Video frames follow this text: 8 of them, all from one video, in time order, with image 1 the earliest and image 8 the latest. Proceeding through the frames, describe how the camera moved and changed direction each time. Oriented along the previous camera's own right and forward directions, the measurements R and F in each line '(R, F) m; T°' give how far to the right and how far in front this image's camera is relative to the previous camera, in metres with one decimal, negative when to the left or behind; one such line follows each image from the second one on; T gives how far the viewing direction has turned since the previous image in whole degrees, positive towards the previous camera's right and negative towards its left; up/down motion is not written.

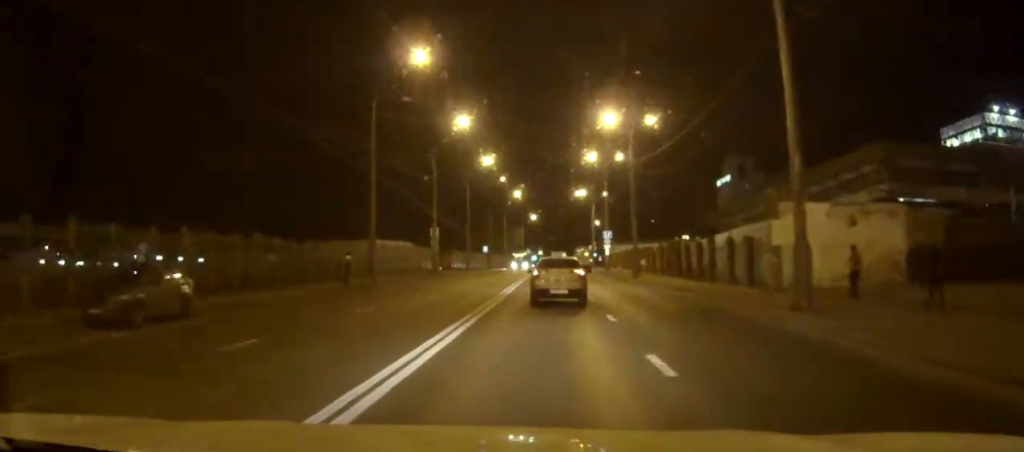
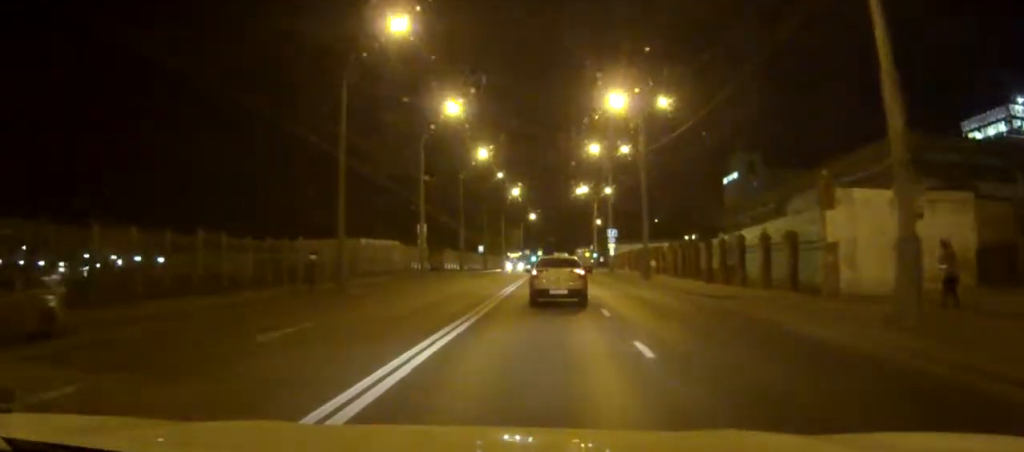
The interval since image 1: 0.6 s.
(0.0, +6.2) m; 0°
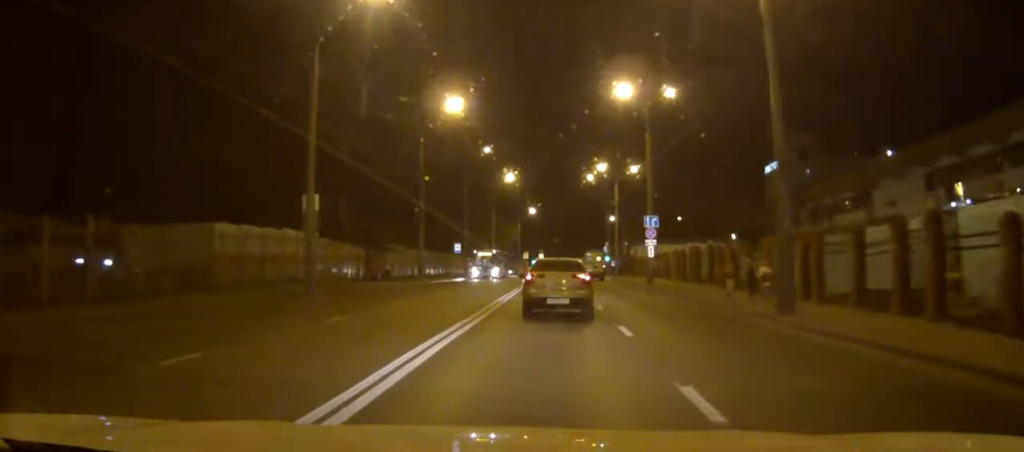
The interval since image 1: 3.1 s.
(0.0, +27.9) m; 0°
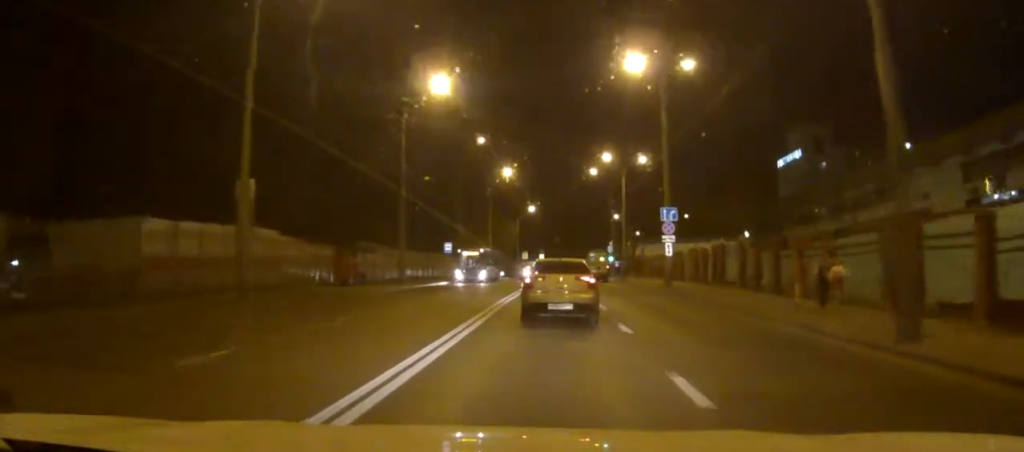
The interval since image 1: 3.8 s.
(0.0, +7.1) m; +1°
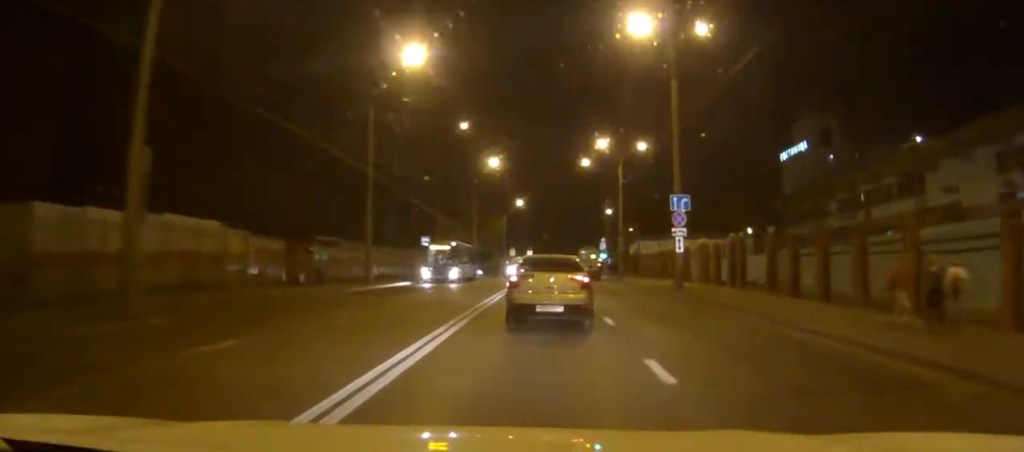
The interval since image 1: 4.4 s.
(0.0, +6.6) m; +2°
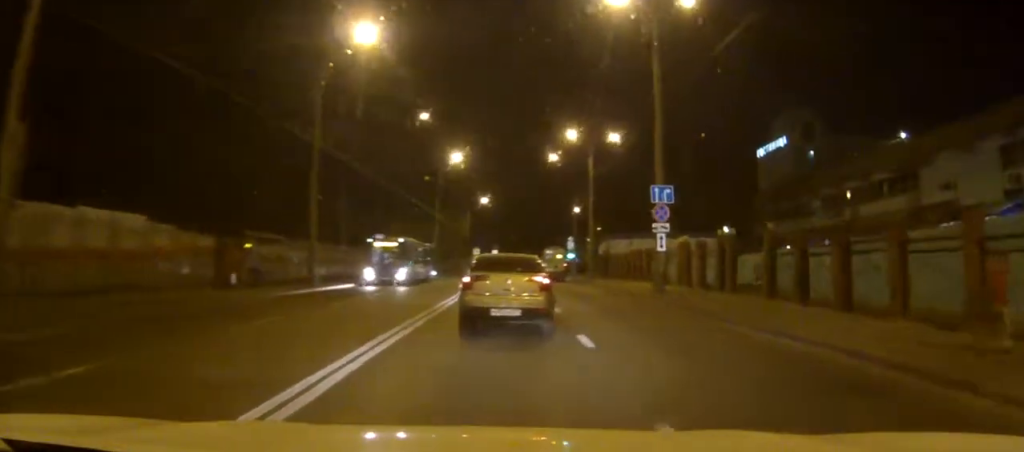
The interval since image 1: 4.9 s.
(+0.1, +4.5) m; +1°
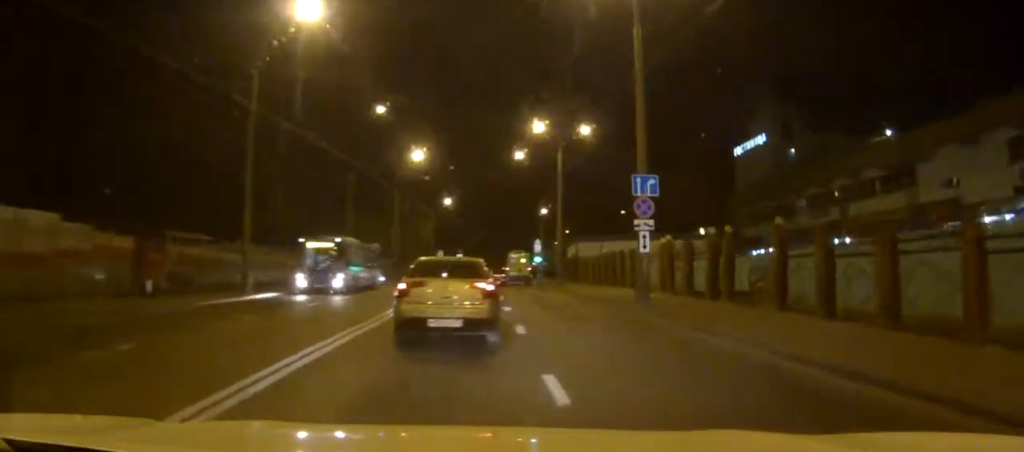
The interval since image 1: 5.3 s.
(+0.1, +4.8) m; +1°
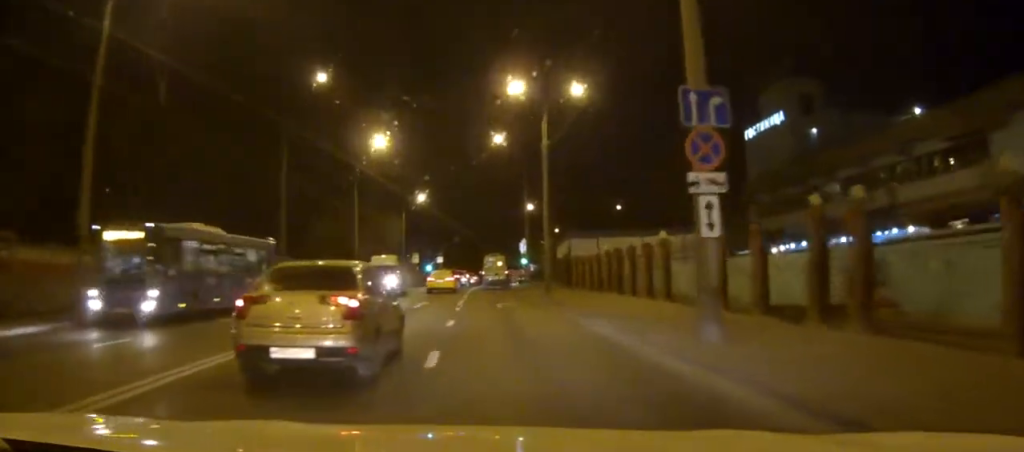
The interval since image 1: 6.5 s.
(+0.3, +12.5) m; +1°
